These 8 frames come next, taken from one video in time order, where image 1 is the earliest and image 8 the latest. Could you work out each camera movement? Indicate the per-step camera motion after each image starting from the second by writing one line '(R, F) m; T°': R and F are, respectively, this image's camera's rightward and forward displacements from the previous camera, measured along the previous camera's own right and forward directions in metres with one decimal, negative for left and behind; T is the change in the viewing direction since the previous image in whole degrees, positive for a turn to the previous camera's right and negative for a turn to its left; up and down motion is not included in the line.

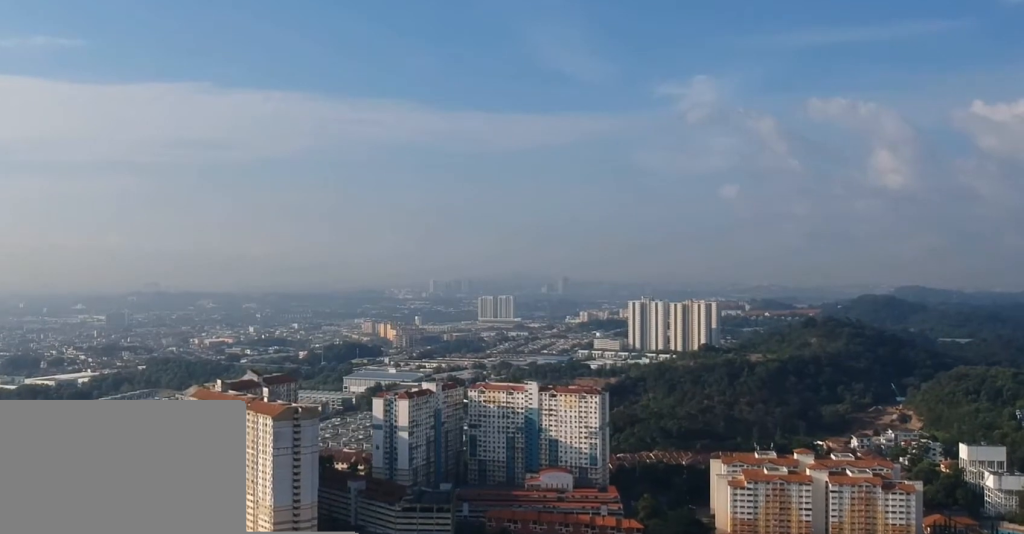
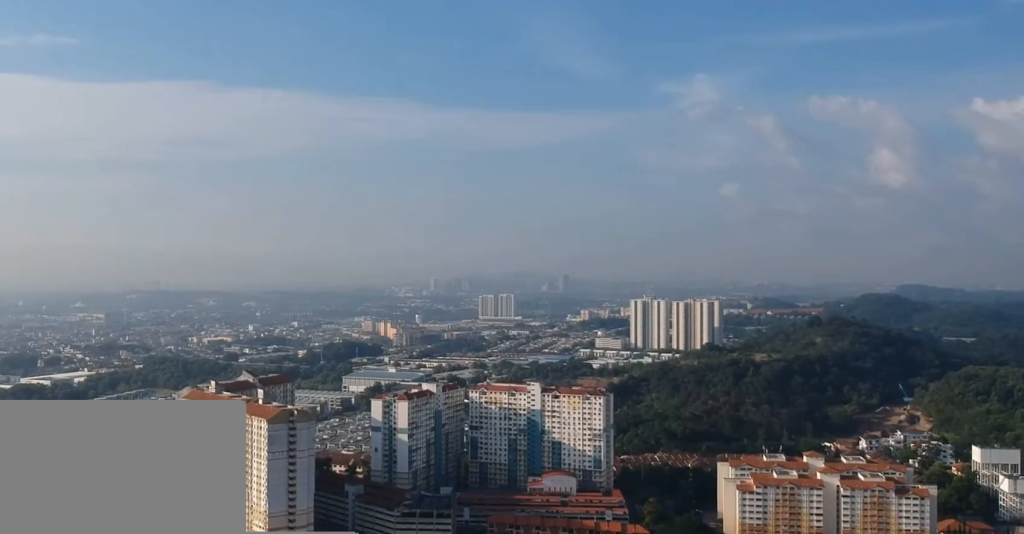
(0.0, +15.1) m; 0°
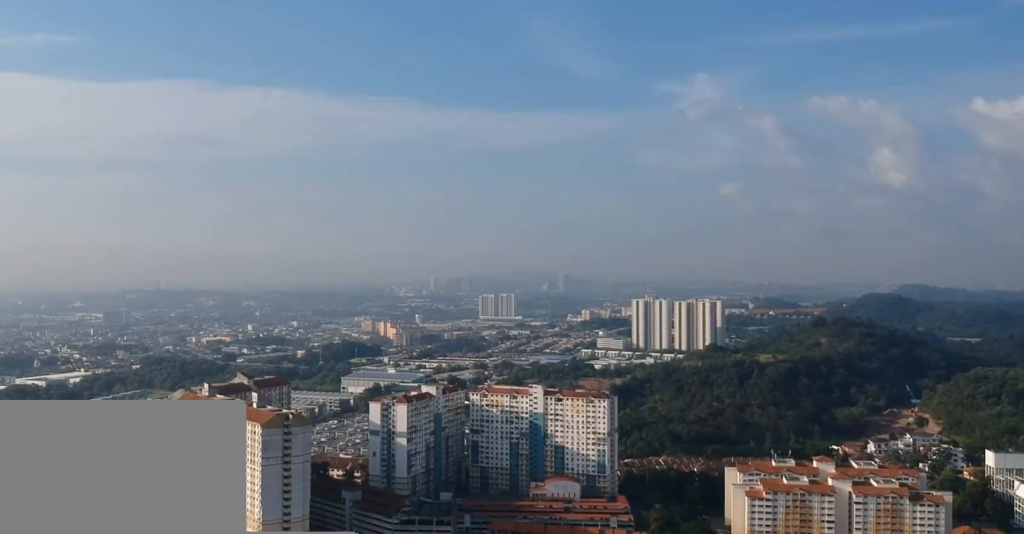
(0.0, +15.7) m; 0°
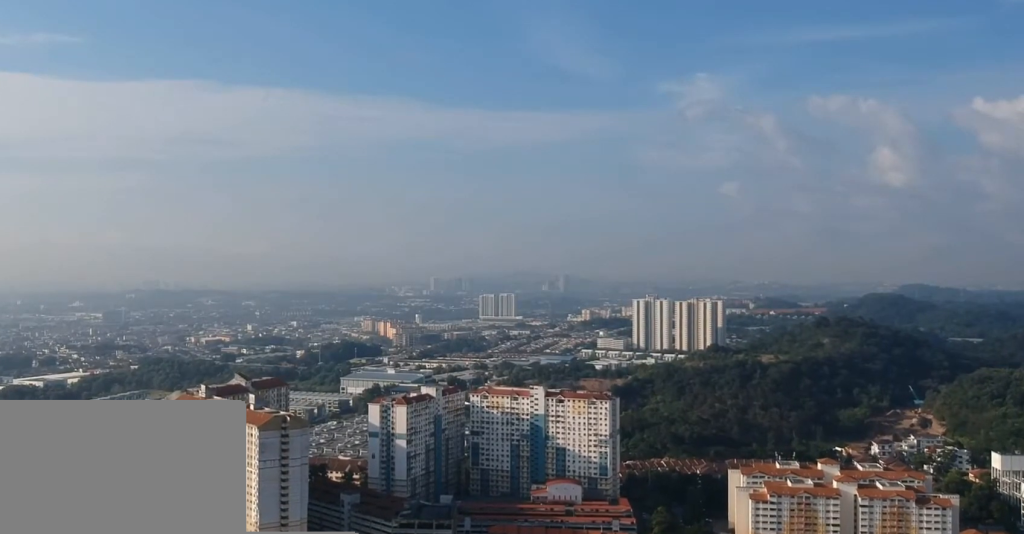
(0.0, +6.8) m; 0°
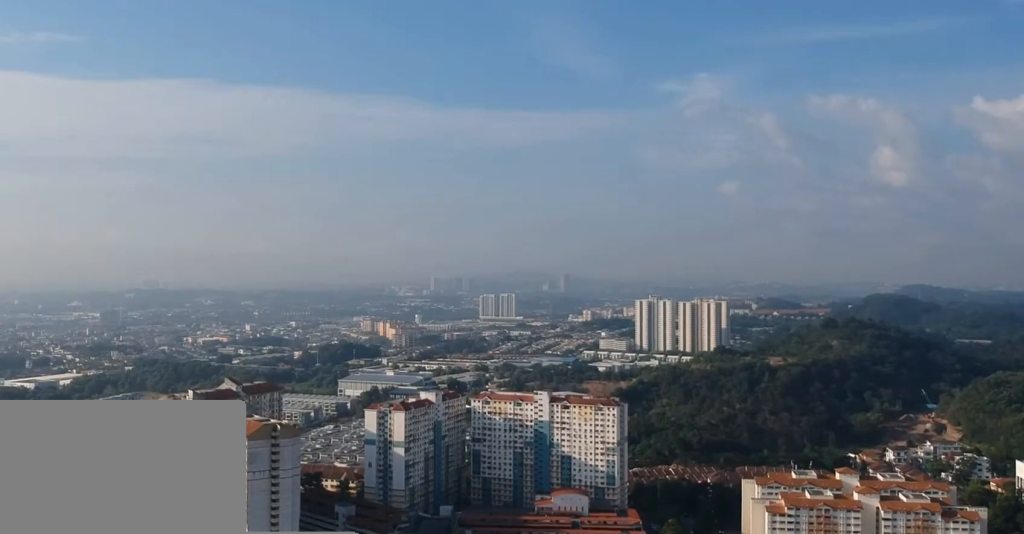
(0.0, +26.3) m; 0°
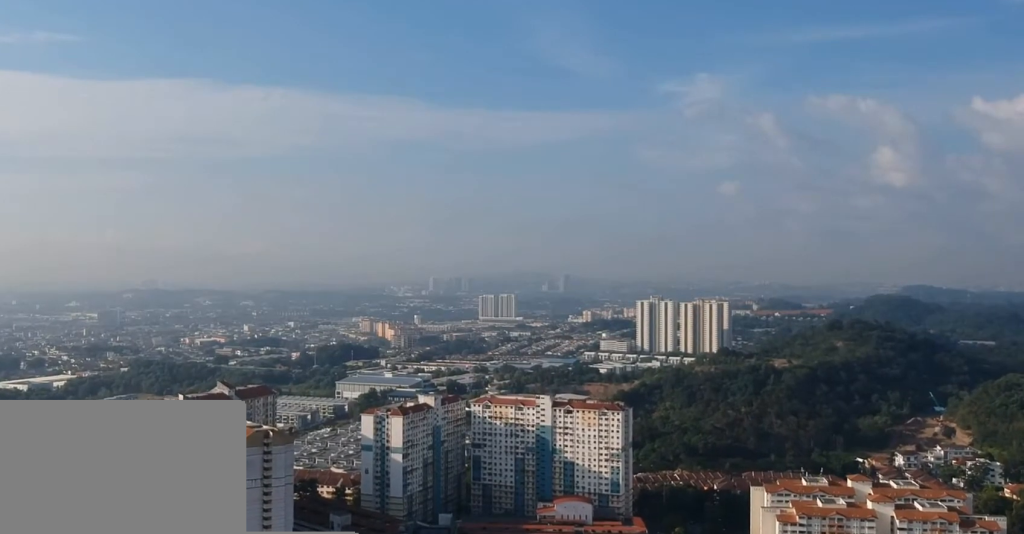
(0.0, +17.3) m; 0°
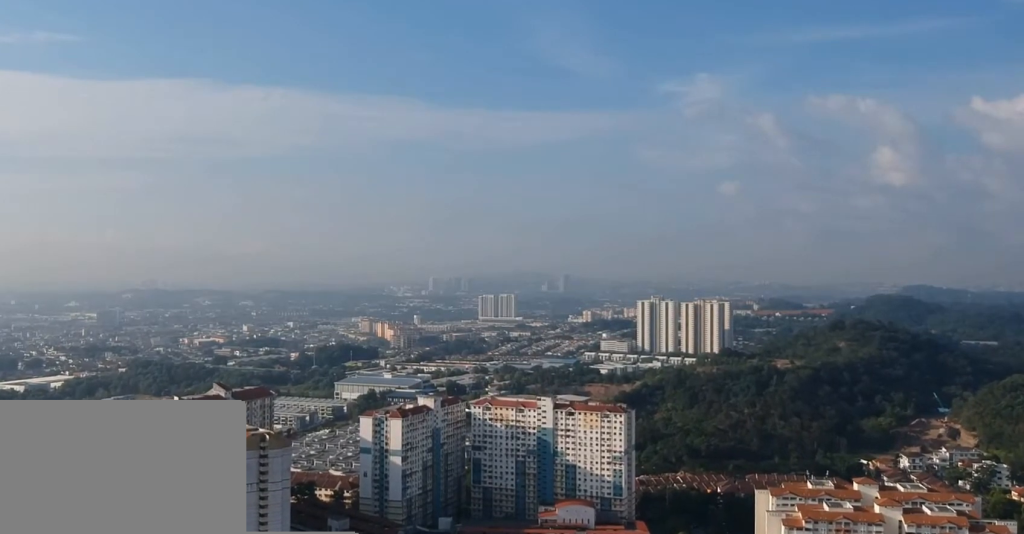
(0.0, +8.4) m; 0°
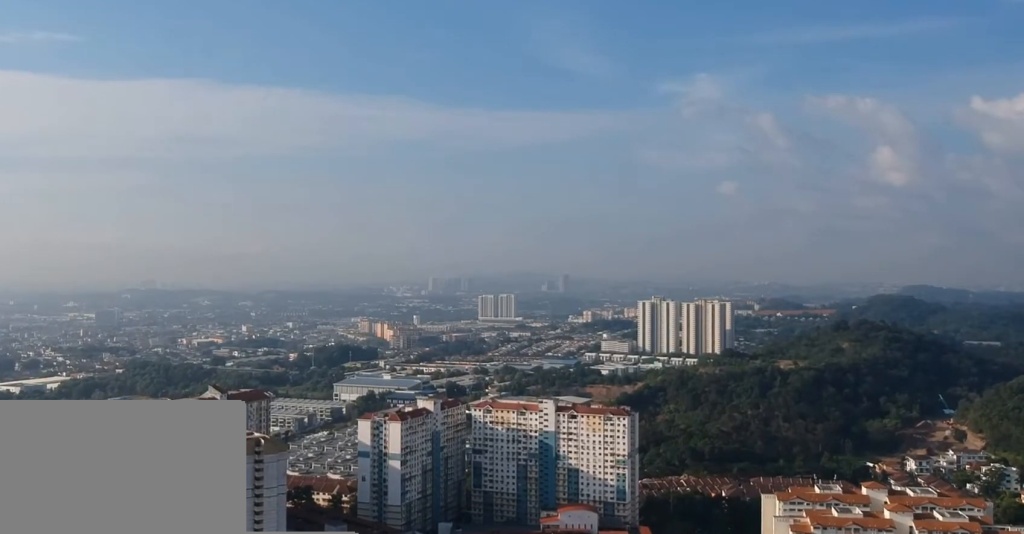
(0.0, +10.4) m; 0°
